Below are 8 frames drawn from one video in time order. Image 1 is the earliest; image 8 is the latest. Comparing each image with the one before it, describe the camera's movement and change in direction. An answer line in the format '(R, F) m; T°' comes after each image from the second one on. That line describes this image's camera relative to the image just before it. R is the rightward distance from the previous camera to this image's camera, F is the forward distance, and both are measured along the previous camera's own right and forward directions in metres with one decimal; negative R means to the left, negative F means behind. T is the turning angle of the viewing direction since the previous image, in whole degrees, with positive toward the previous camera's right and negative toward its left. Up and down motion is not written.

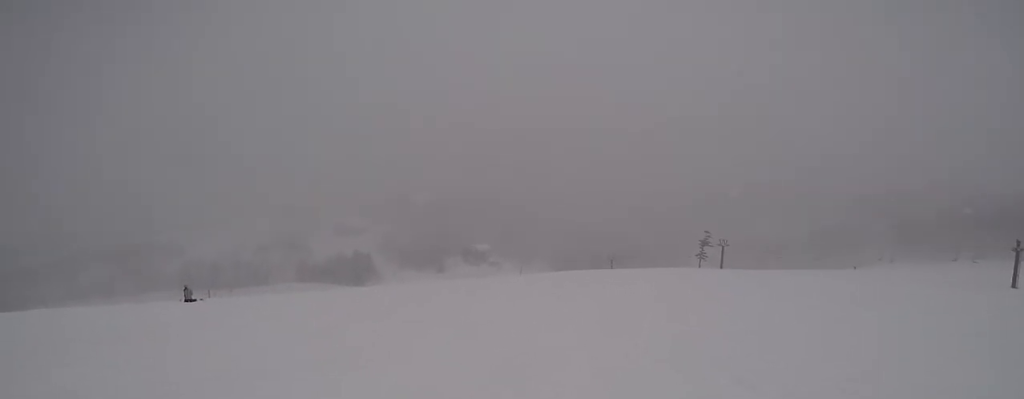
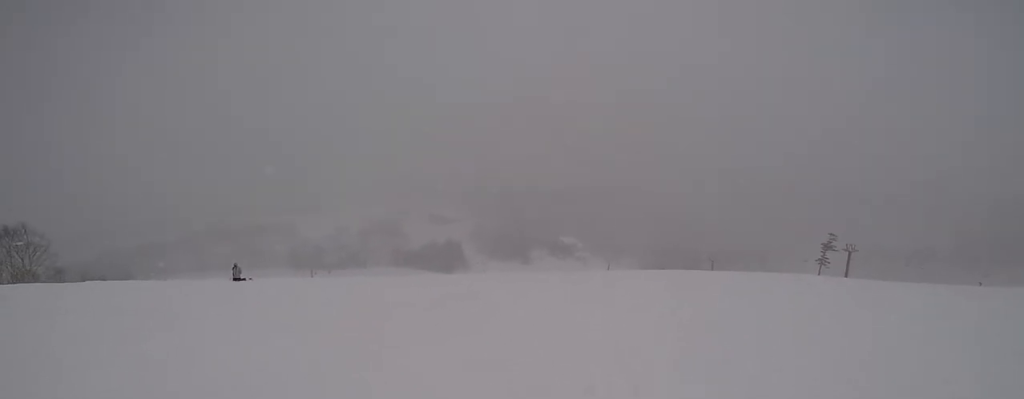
(+0.2, +5.1) m; -8°
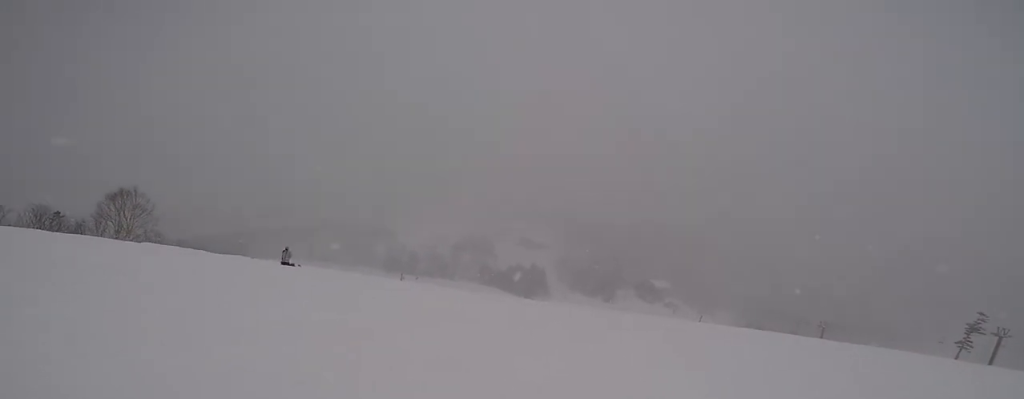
(-0.7, +4.0) m; -17°
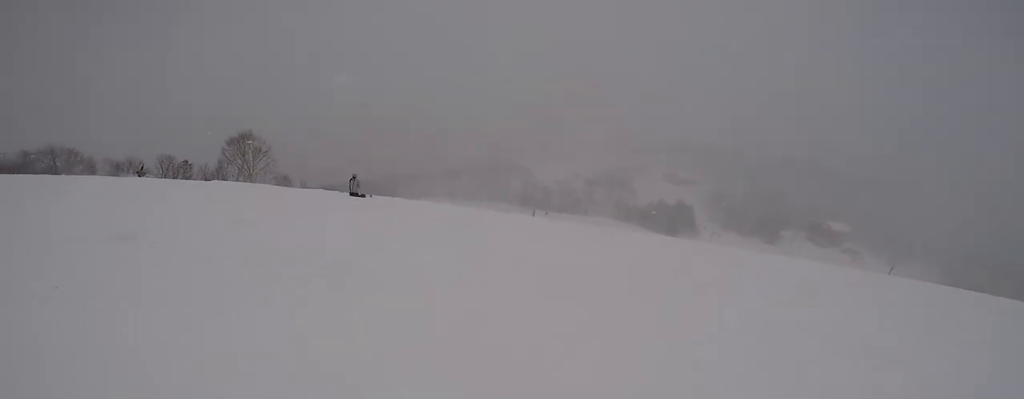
(-1.9, +6.4) m; -30°
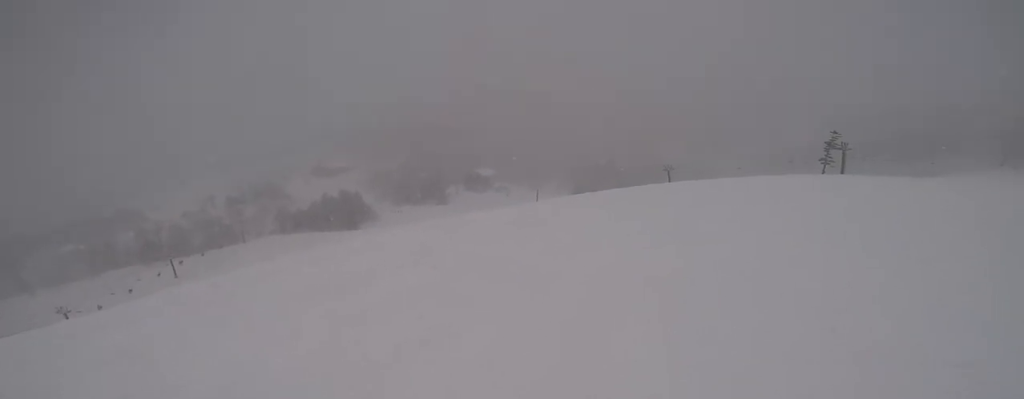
(+0.7, +17.8) m; +43°
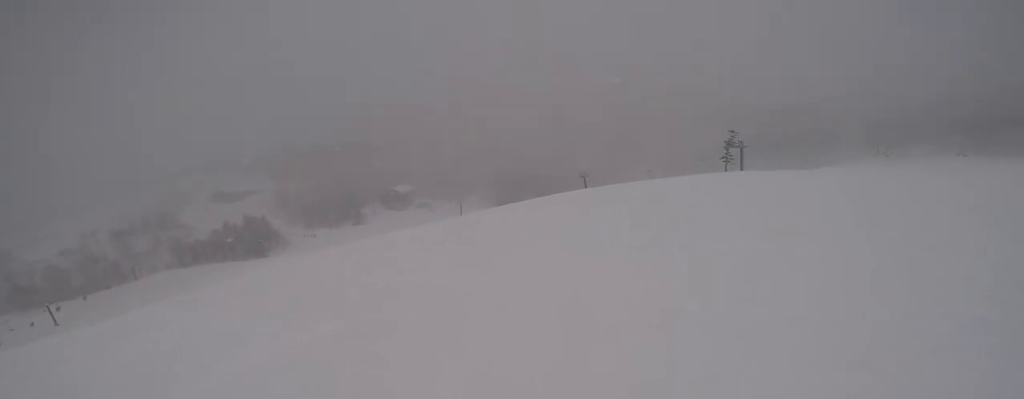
(+0.2, +2.0) m; +11°
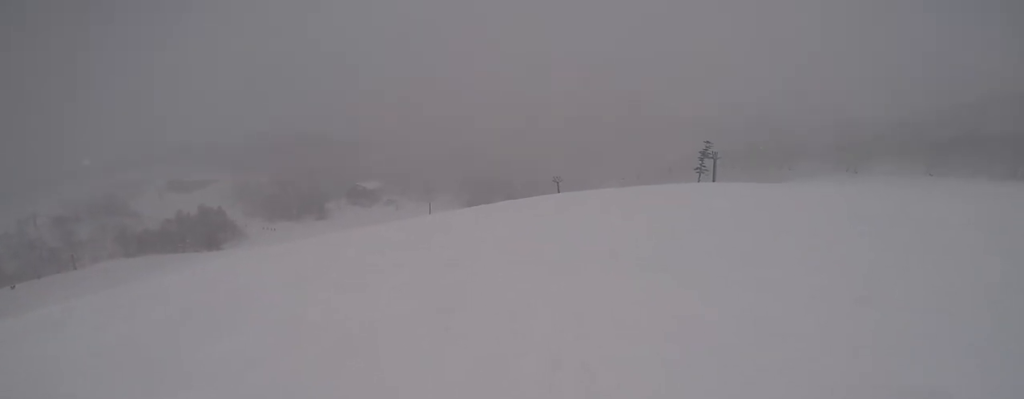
(+0.5, +2.5) m; +12°
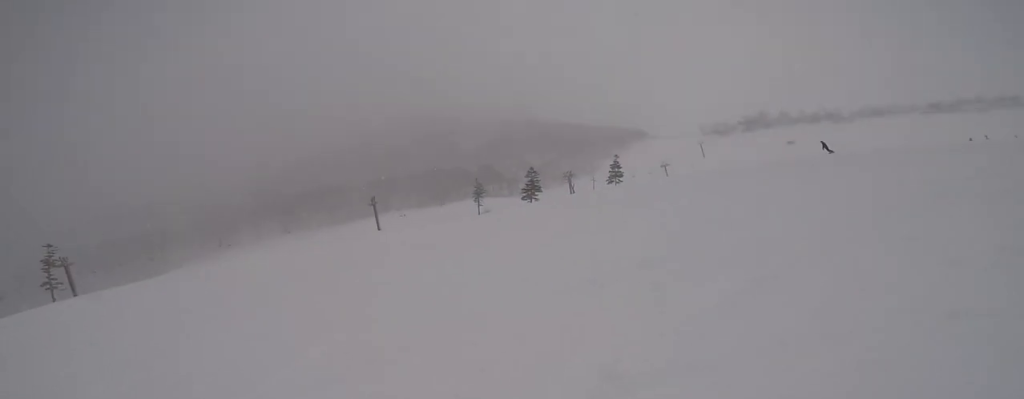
(+0.2, +2.0) m; +6°
